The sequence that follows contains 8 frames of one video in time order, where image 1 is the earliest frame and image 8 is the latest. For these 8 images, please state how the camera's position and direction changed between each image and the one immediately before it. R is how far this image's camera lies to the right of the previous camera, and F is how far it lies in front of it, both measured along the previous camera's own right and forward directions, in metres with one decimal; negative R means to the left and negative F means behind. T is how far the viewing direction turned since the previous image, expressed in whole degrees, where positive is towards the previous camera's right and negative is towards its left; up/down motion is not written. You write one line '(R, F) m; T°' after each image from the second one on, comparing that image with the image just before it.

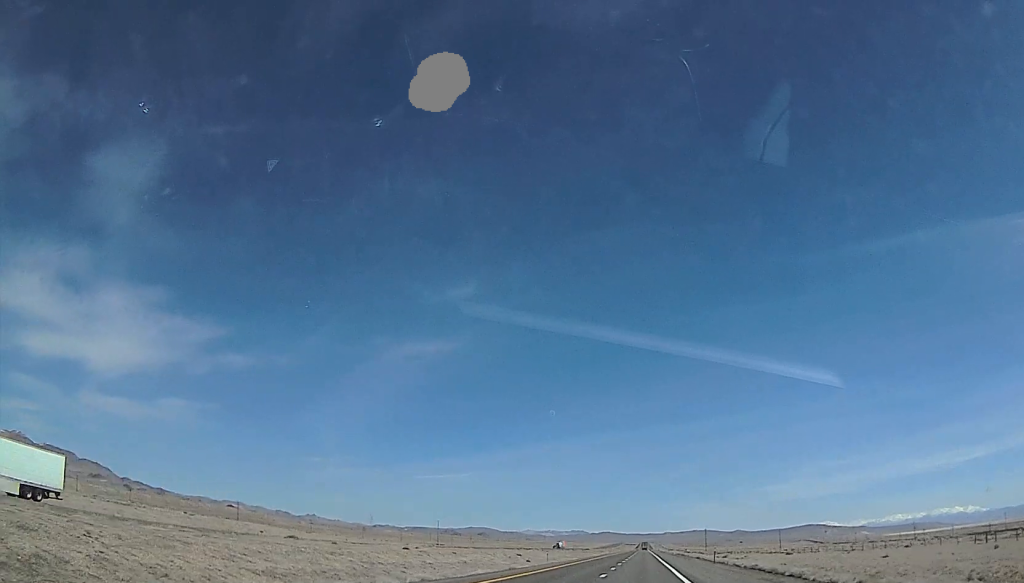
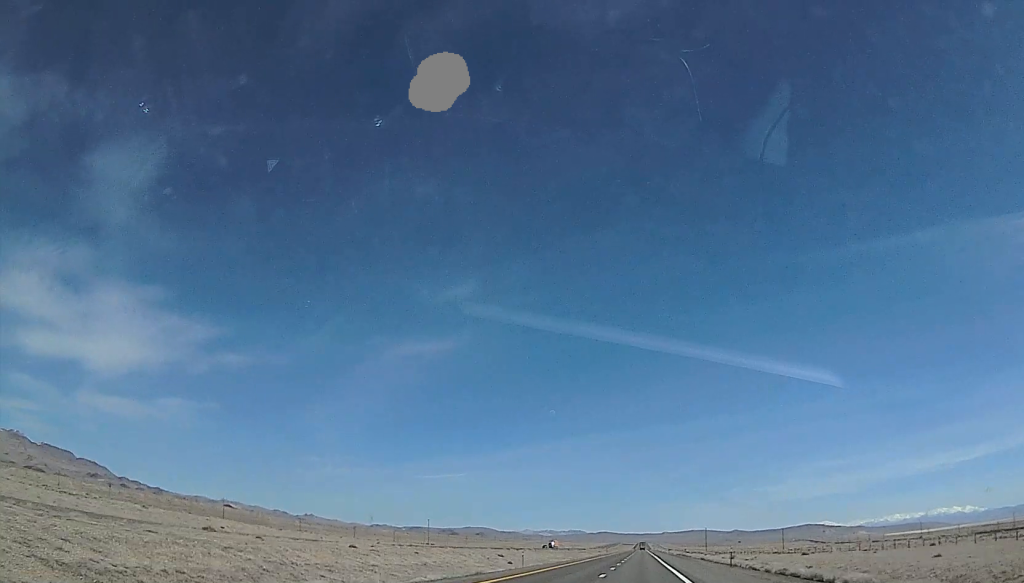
(-0.2, +12.5) m; -1°
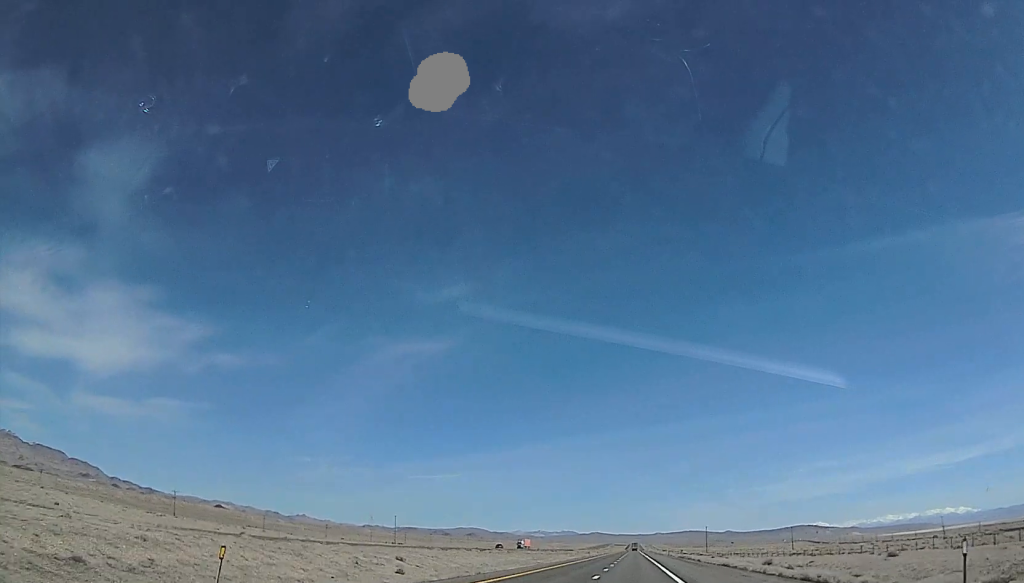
(+0.1, +37.7) m; +1°
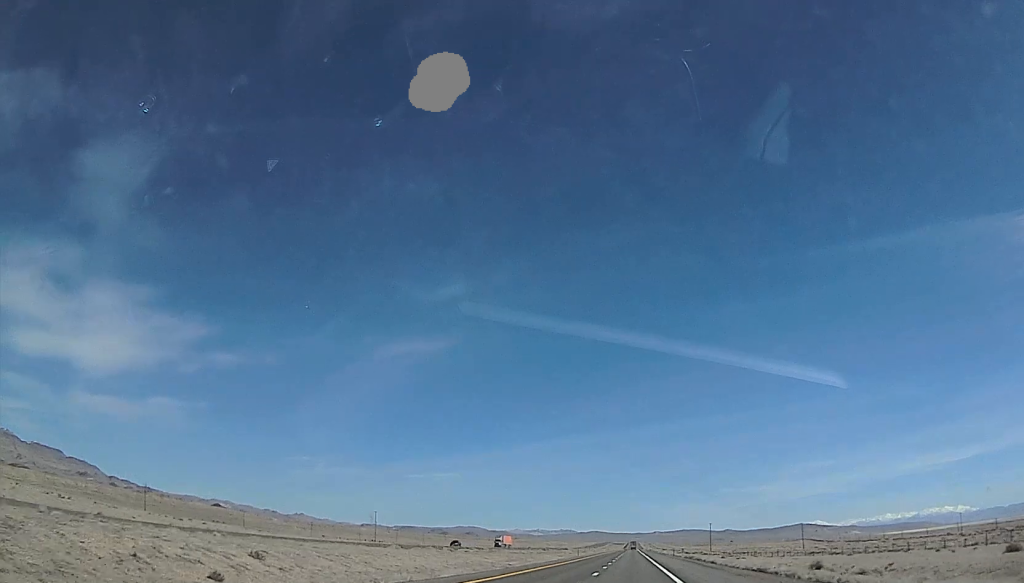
(+0.1, +22.3) m; 0°
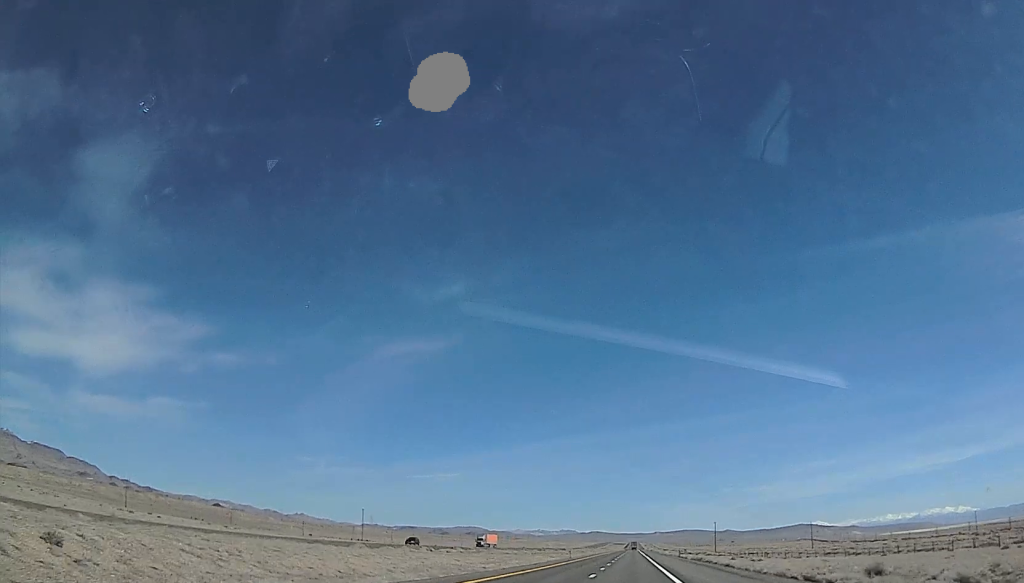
(0.0, +14.6) m; +1°
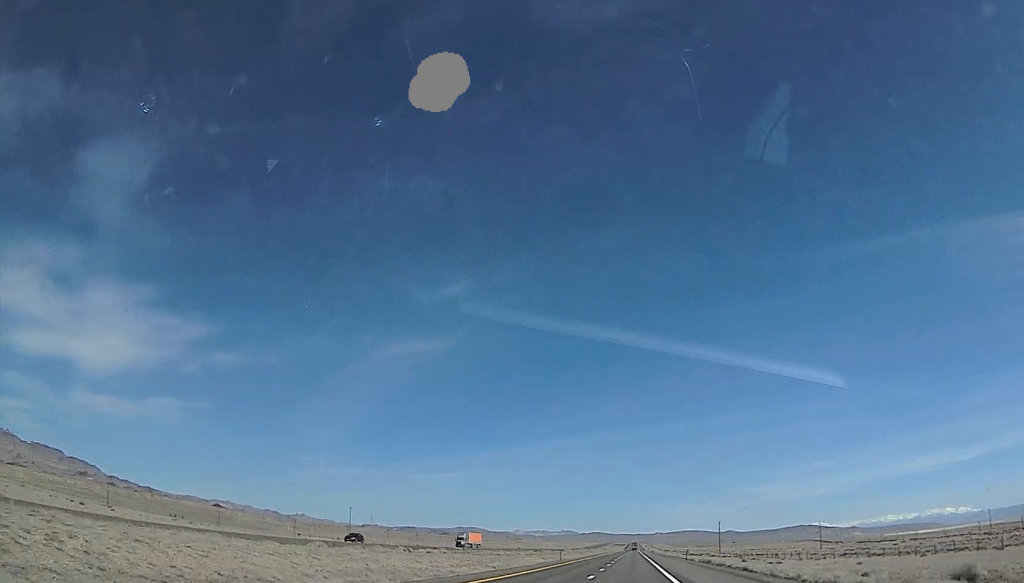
(-0.1, +12.6) m; 0°
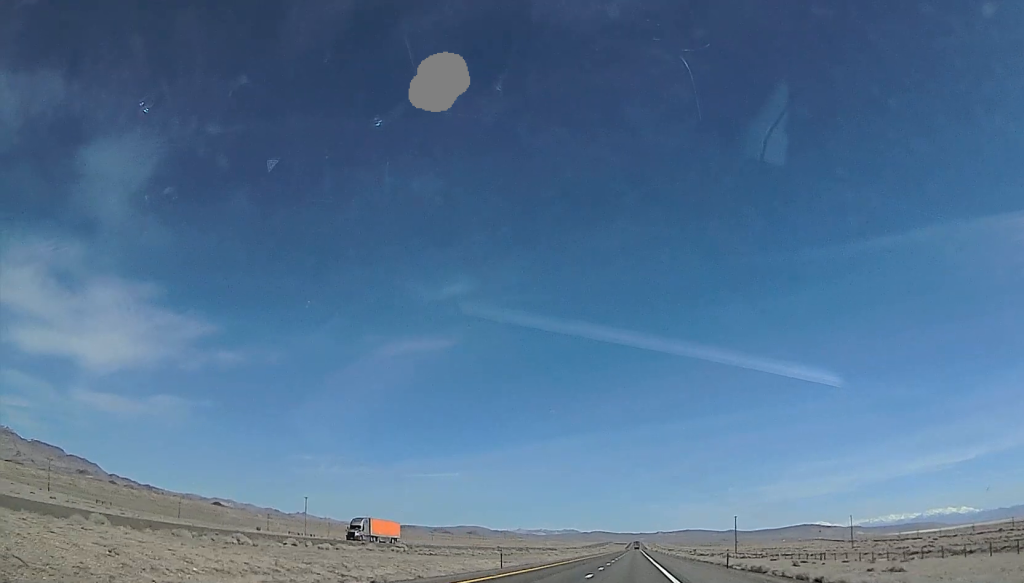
(+0.5, +37.7) m; 0°
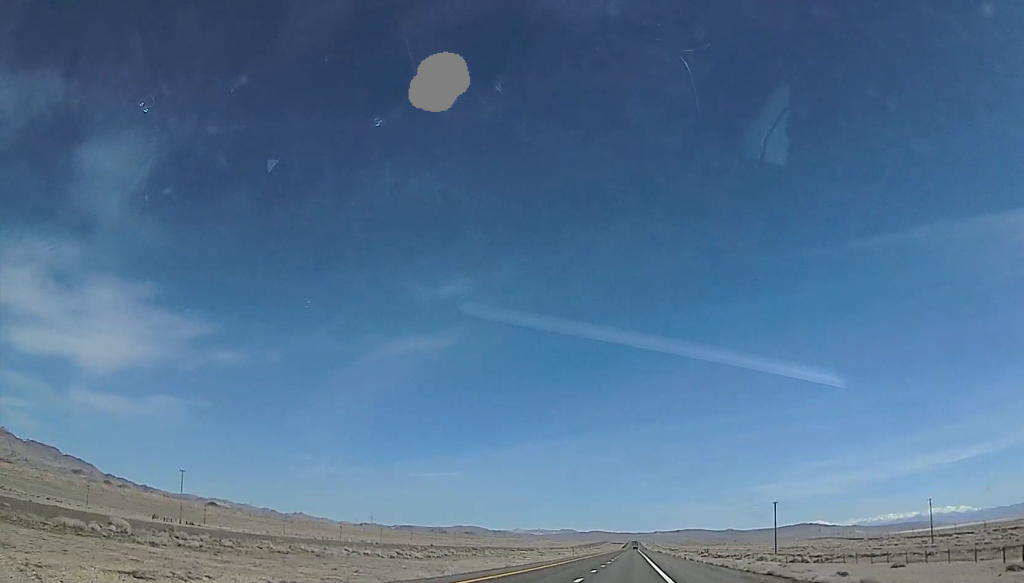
(-0.2, +65.7) m; 0°
